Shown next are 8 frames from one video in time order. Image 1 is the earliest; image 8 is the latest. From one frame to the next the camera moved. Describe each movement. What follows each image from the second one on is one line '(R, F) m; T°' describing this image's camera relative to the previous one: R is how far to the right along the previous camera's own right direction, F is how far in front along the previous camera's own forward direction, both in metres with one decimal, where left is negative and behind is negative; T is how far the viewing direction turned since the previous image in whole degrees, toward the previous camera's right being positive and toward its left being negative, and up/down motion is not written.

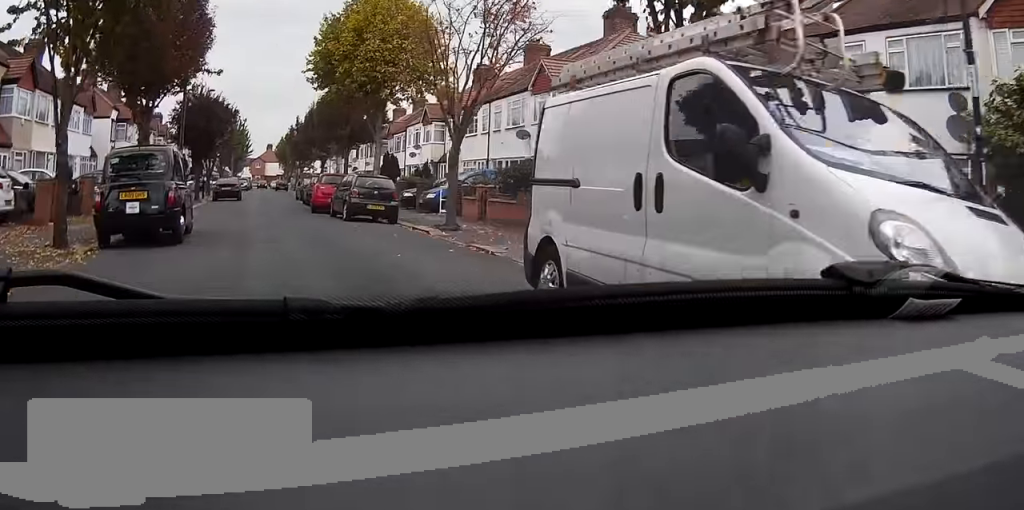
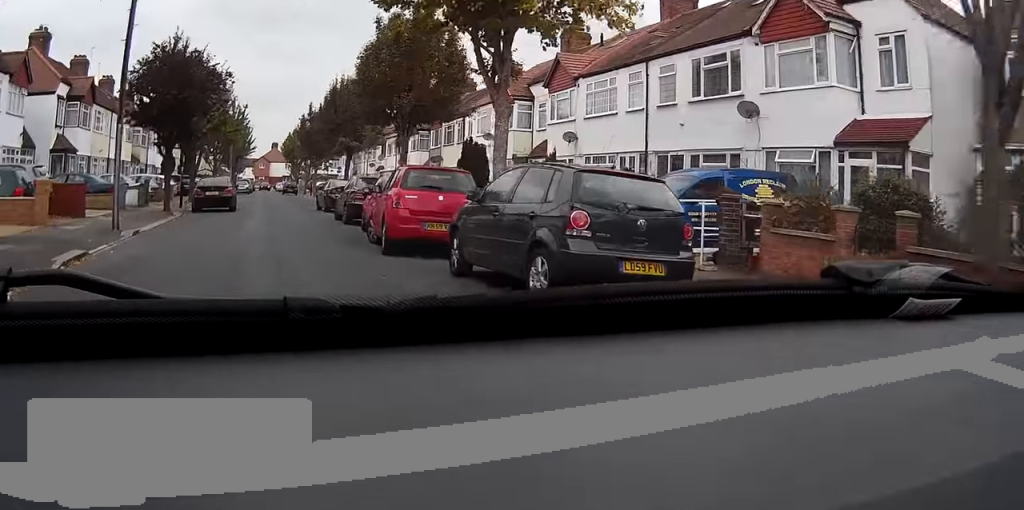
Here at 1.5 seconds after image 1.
(0.0, +15.3) m; 0°
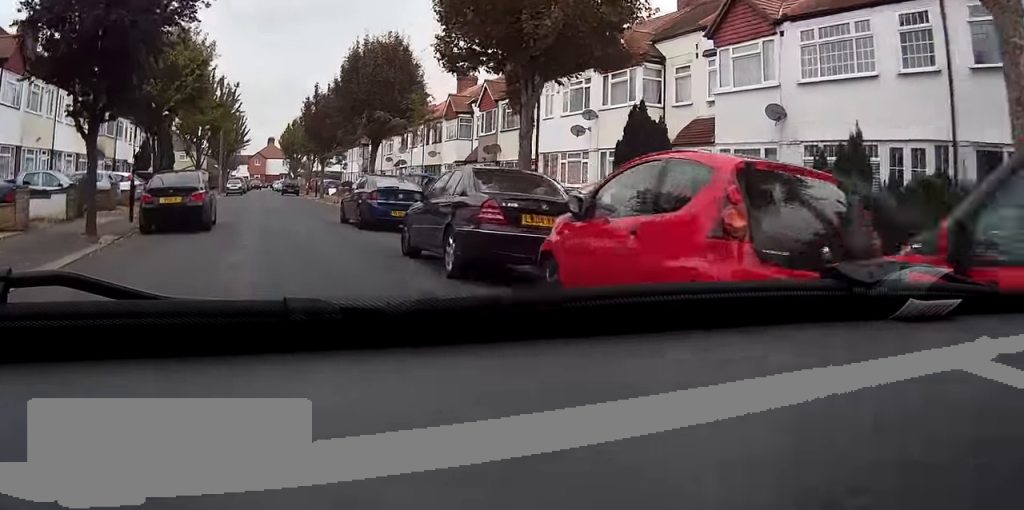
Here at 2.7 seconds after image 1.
(0.0, +12.1) m; 0°
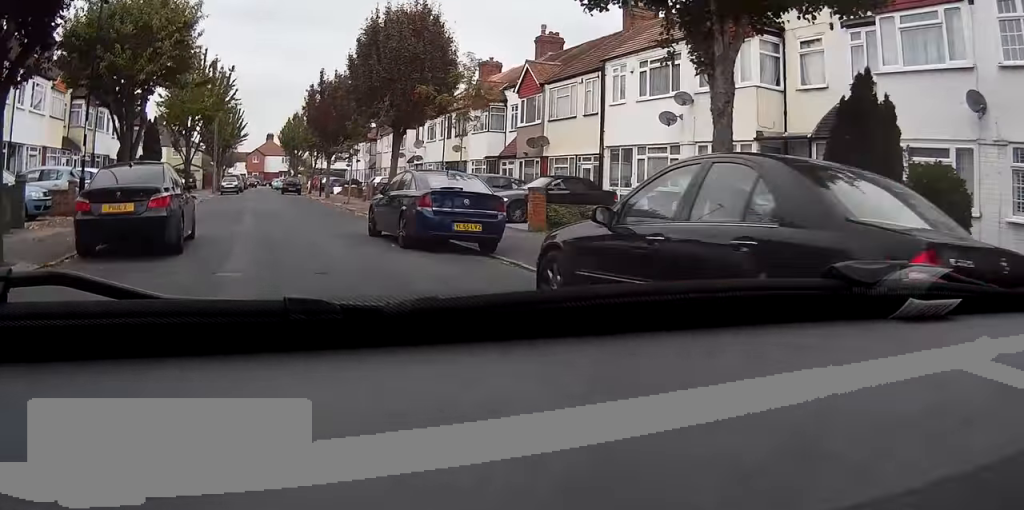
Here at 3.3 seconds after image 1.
(0.0, +6.1) m; 0°
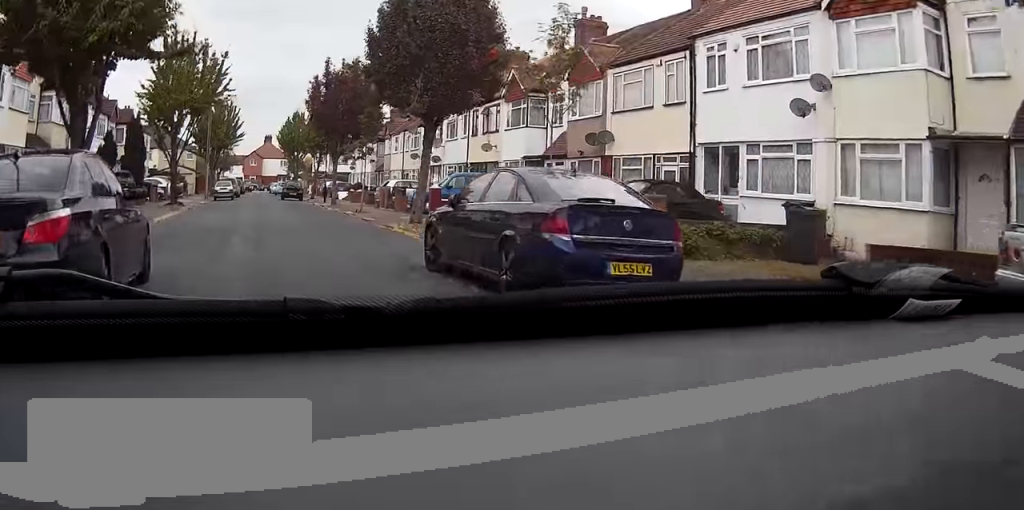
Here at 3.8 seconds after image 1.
(0.0, +5.8) m; 0°
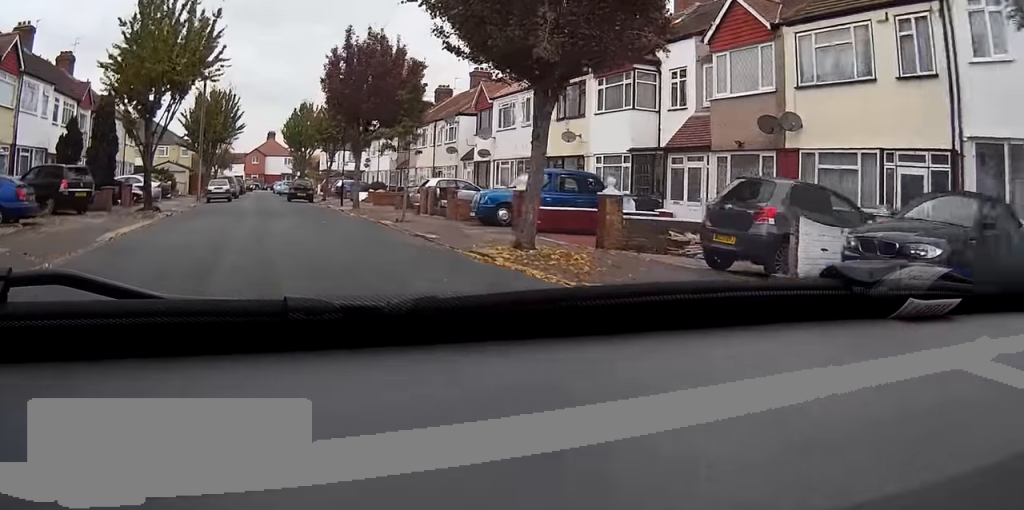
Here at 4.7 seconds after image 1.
(0.0, +9.2) m; 0°
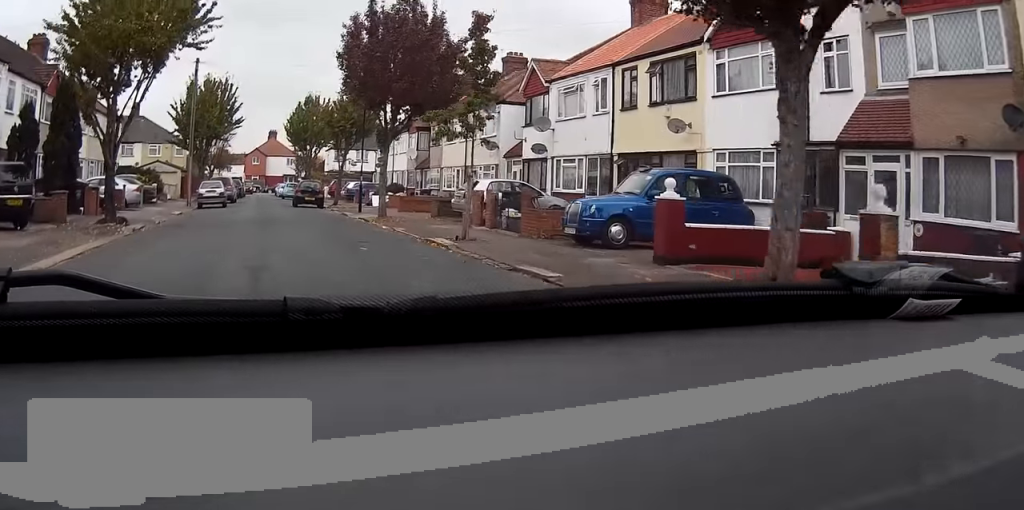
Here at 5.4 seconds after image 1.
(0.0, +7.1) m; 0°
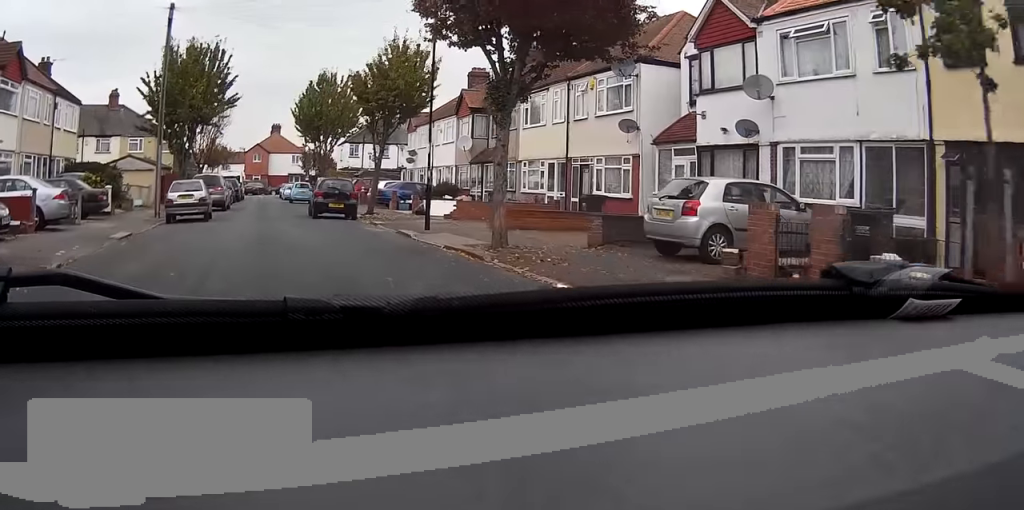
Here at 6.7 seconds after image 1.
(0.0, +13.2) m; -1°
